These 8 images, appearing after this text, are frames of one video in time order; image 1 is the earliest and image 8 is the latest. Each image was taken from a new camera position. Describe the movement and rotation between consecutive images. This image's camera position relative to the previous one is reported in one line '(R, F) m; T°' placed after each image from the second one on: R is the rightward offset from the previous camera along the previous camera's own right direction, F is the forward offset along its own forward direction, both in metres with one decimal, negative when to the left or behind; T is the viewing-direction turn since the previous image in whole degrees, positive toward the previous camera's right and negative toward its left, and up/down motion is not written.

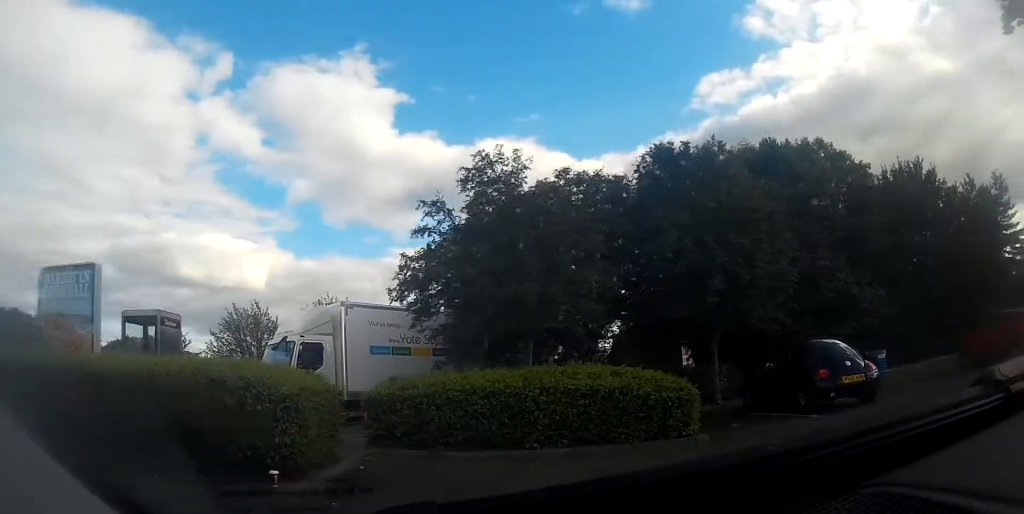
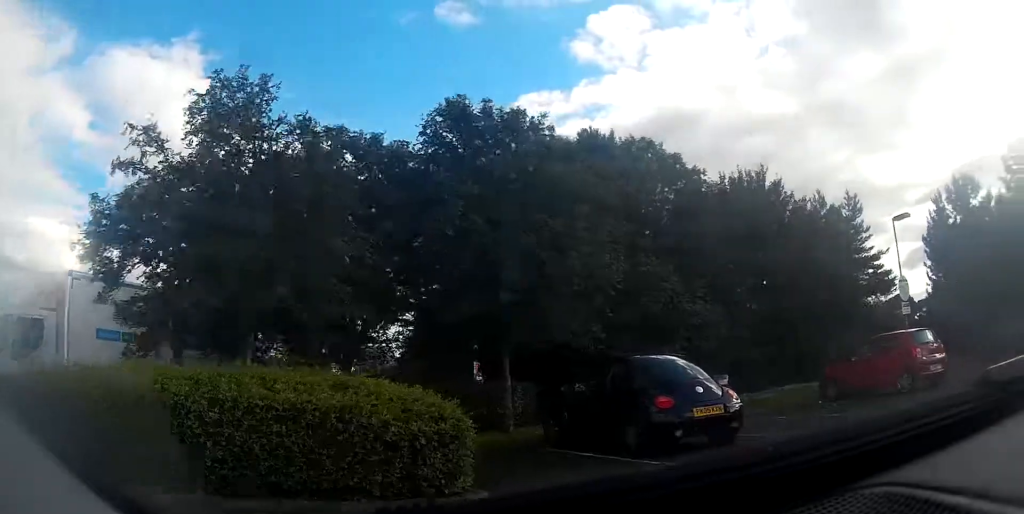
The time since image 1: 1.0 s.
(+0.5, +3.1) m; +21°
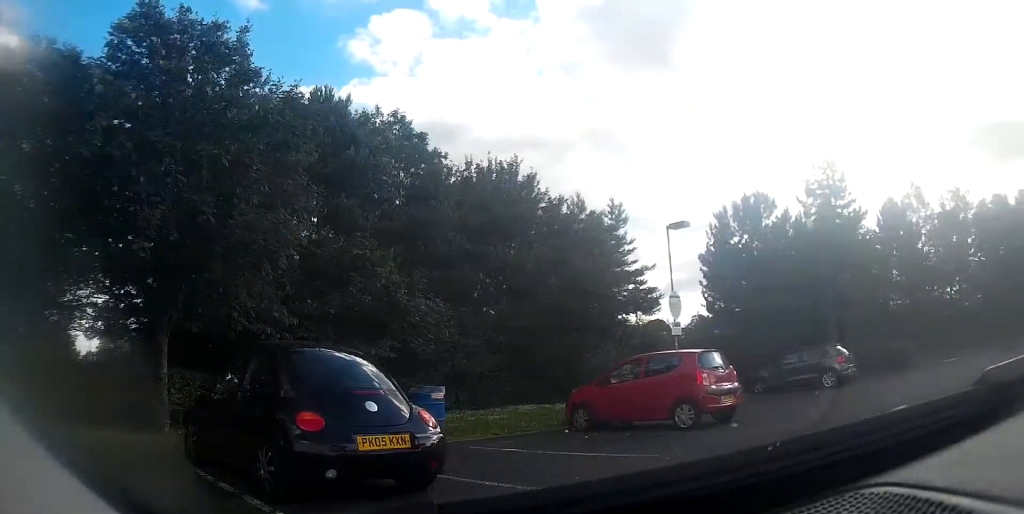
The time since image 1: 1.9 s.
(+0.6, +2.8) m; +23°
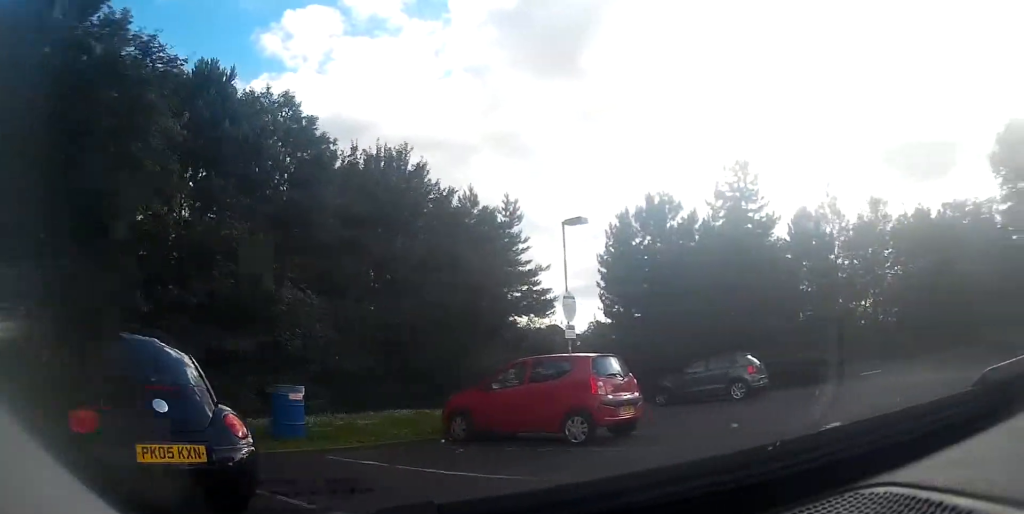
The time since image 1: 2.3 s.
(0.0, +1.3) m; +10°
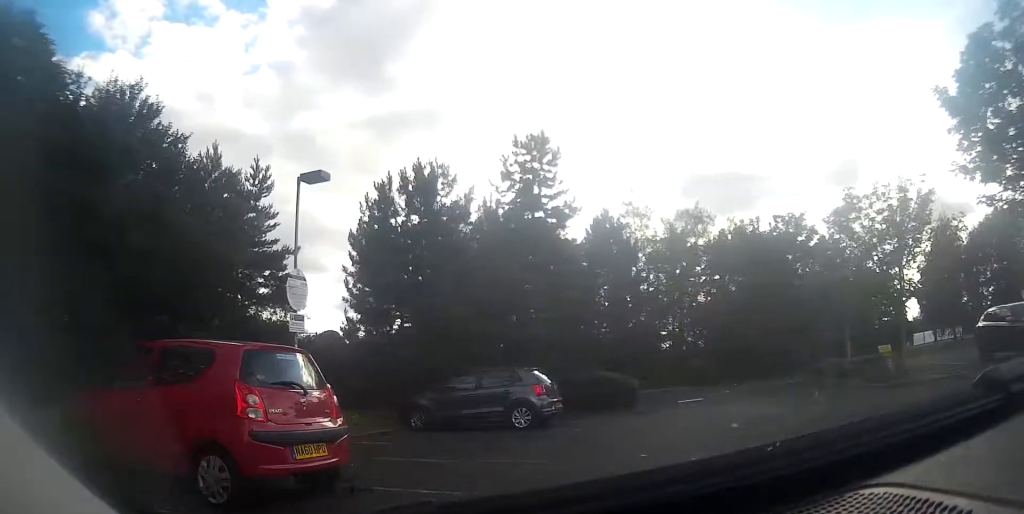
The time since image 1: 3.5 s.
(+1.0, +4.5) m; +18°
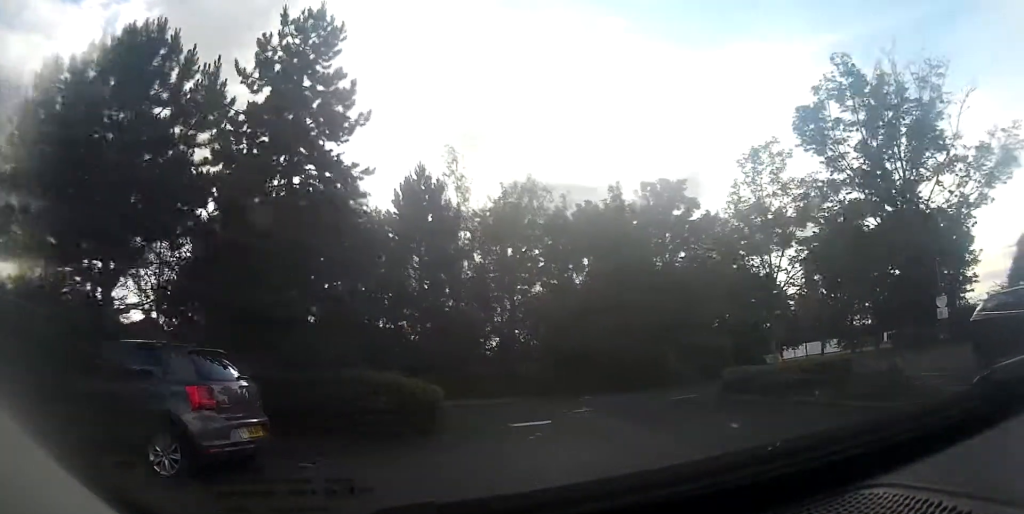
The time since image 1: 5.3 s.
(+0.7, +8.0) m; +10°
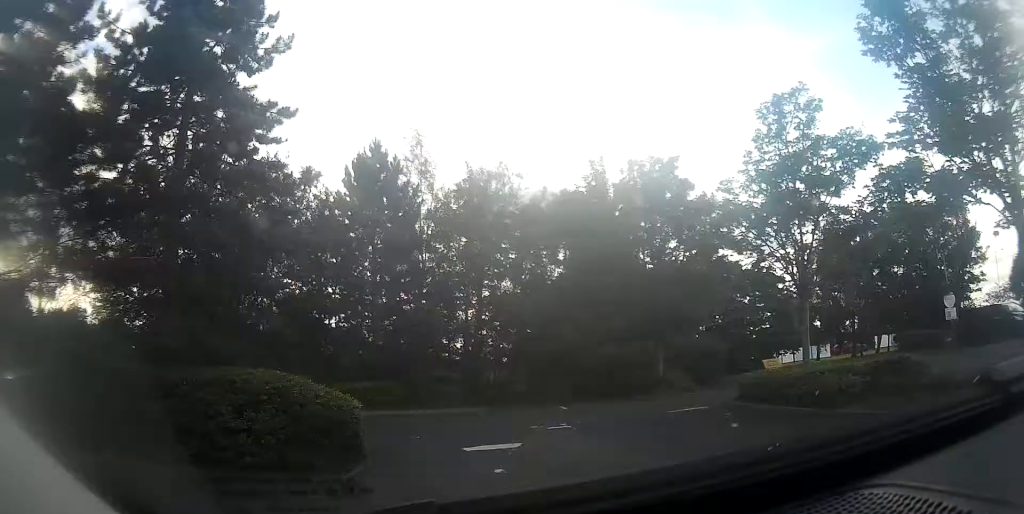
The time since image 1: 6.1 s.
(+0.3, +3.7) m; +5°
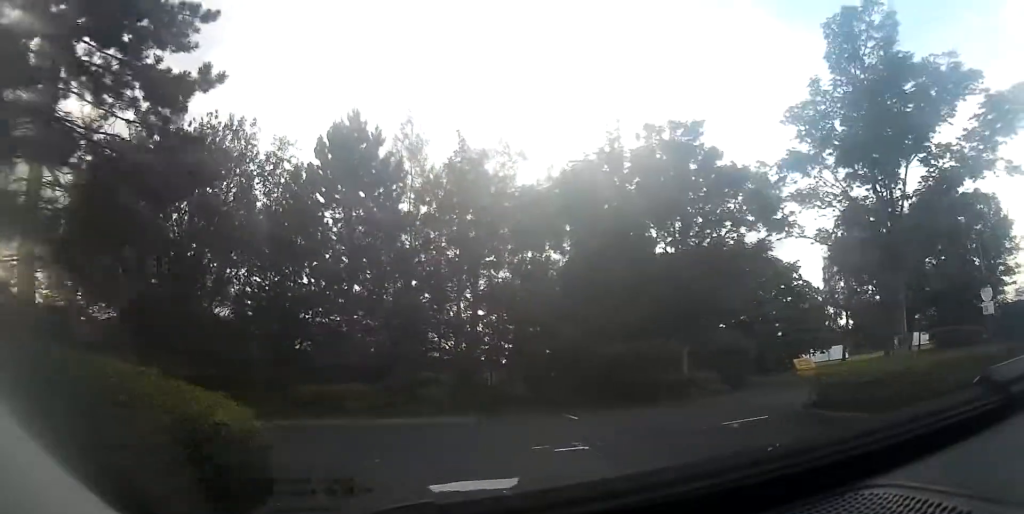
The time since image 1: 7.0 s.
(+0.1, +3.5) m; +3°
